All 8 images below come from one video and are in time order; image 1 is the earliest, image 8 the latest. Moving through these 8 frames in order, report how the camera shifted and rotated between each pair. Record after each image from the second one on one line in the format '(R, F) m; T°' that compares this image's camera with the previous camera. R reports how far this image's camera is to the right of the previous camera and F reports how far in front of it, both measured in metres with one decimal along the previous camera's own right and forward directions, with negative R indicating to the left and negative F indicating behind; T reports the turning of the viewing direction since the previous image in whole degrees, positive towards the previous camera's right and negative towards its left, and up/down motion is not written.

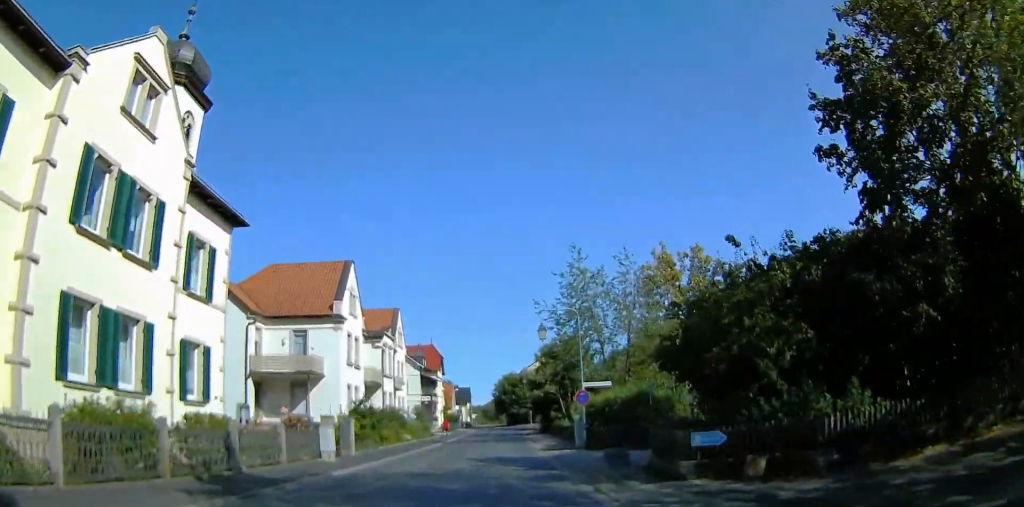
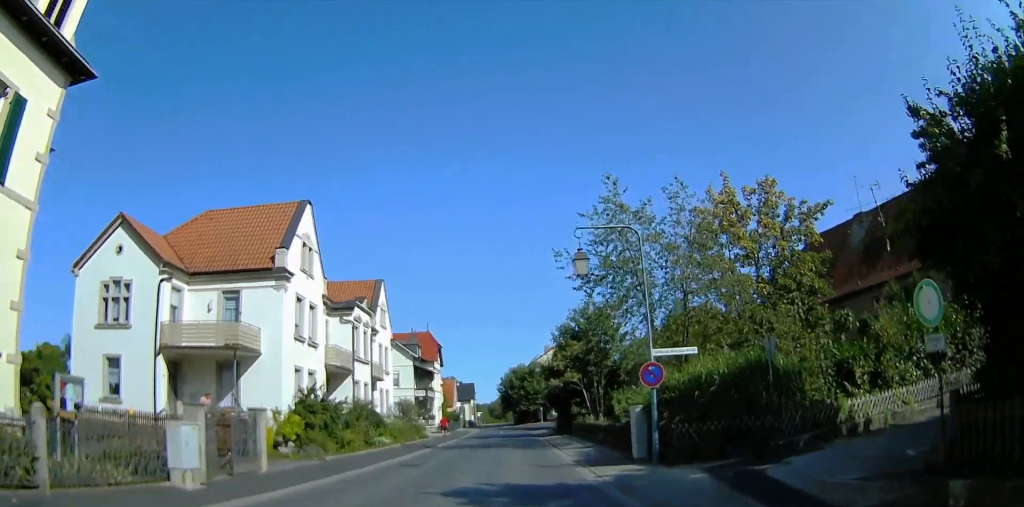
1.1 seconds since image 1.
(+1.2, +10.5) m; -1°
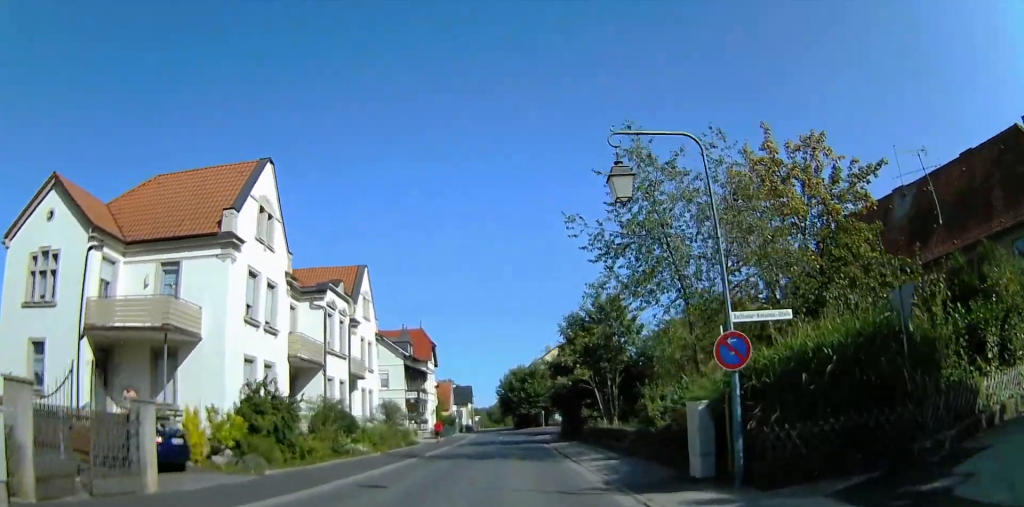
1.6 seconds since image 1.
(-0.7, +5.3) m; -2°
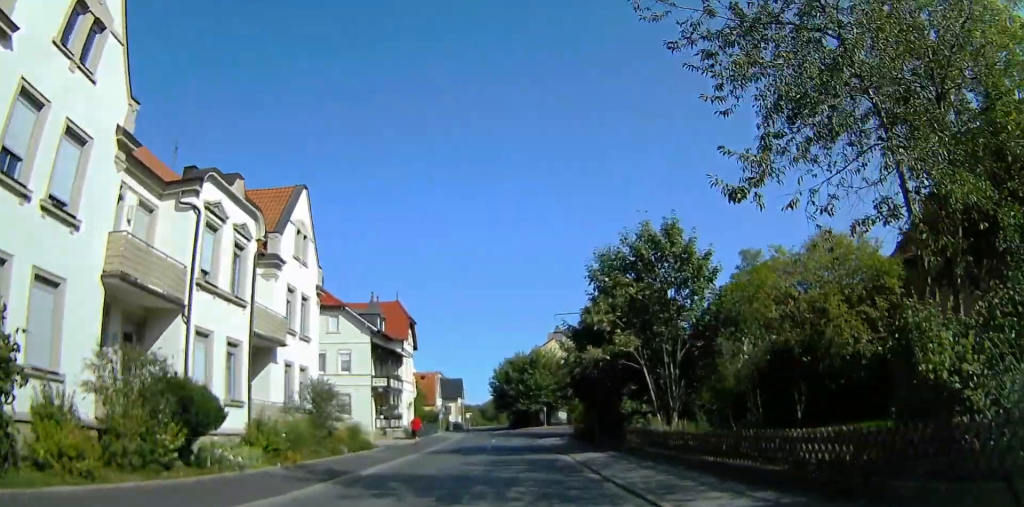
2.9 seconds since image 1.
(+0.1, +12.6) m; +3°
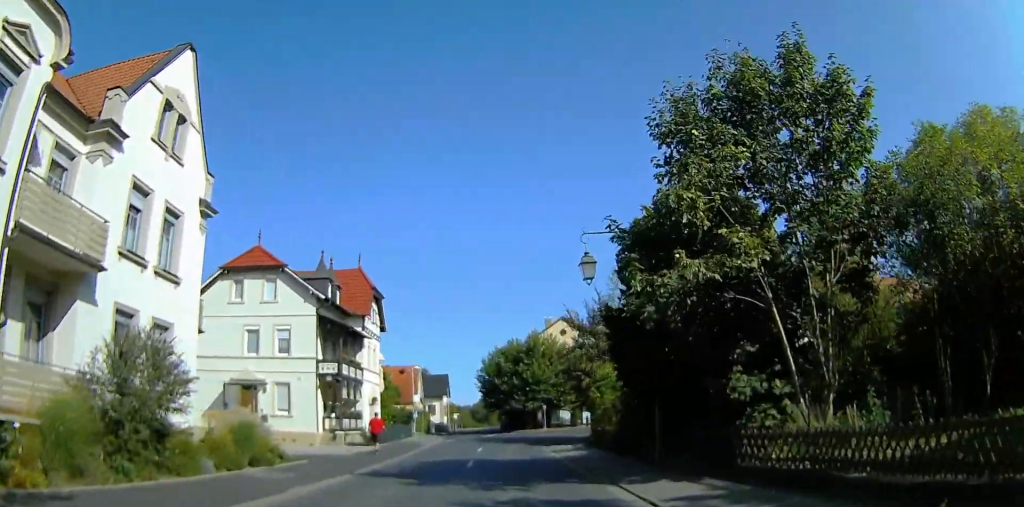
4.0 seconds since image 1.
(+0.2, +11.1) m; +4°
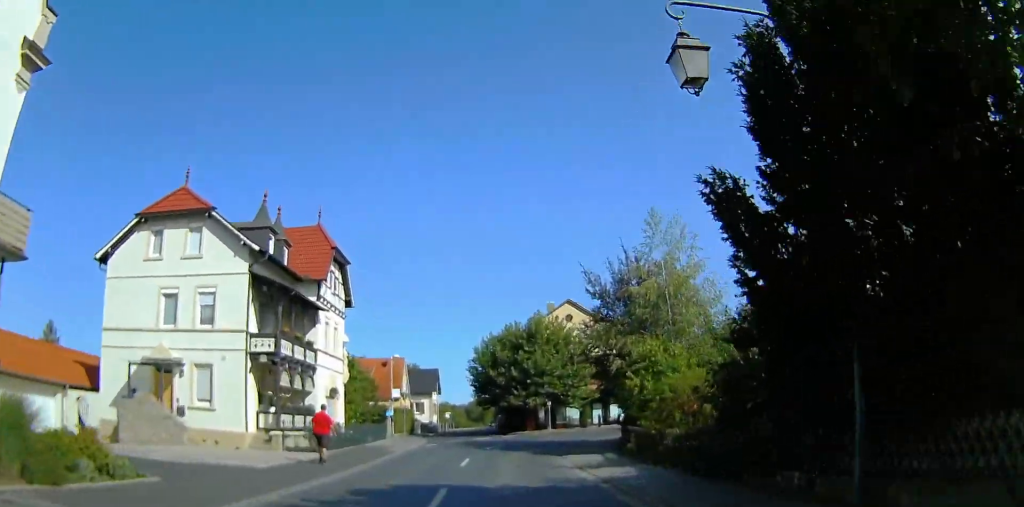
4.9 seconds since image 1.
(+0.6, +8.9) m; 0°
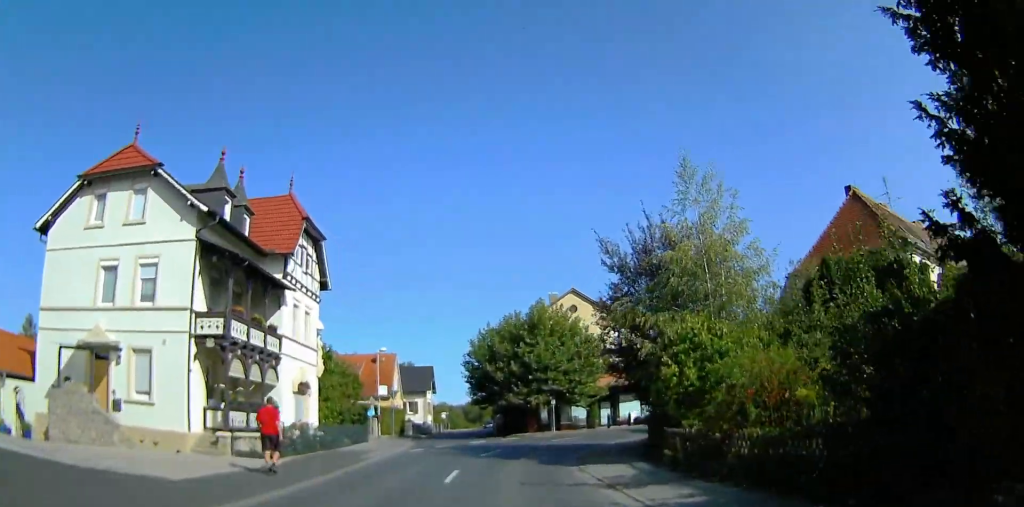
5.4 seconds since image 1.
(-0.3, +4.7) m; -2°
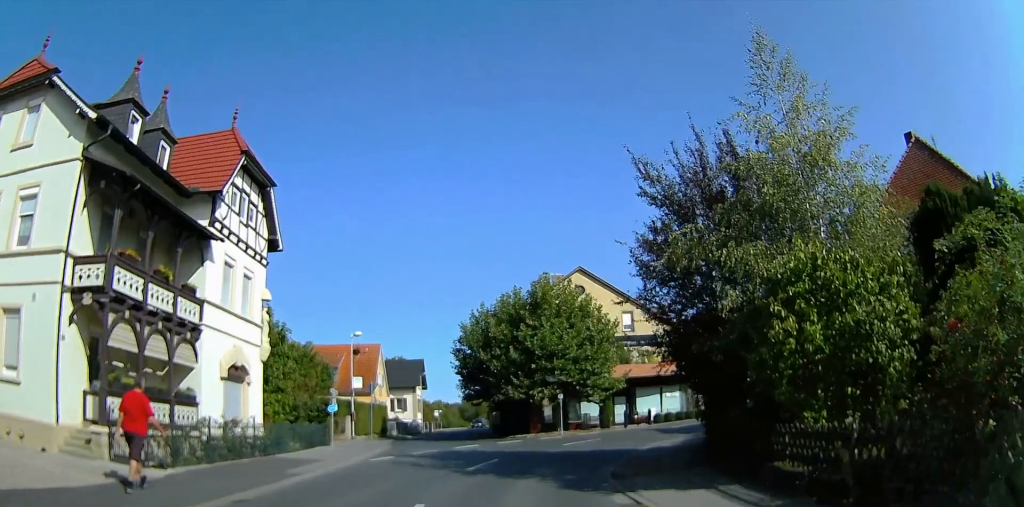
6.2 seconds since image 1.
(-0.2, +7.2) m; -1°
